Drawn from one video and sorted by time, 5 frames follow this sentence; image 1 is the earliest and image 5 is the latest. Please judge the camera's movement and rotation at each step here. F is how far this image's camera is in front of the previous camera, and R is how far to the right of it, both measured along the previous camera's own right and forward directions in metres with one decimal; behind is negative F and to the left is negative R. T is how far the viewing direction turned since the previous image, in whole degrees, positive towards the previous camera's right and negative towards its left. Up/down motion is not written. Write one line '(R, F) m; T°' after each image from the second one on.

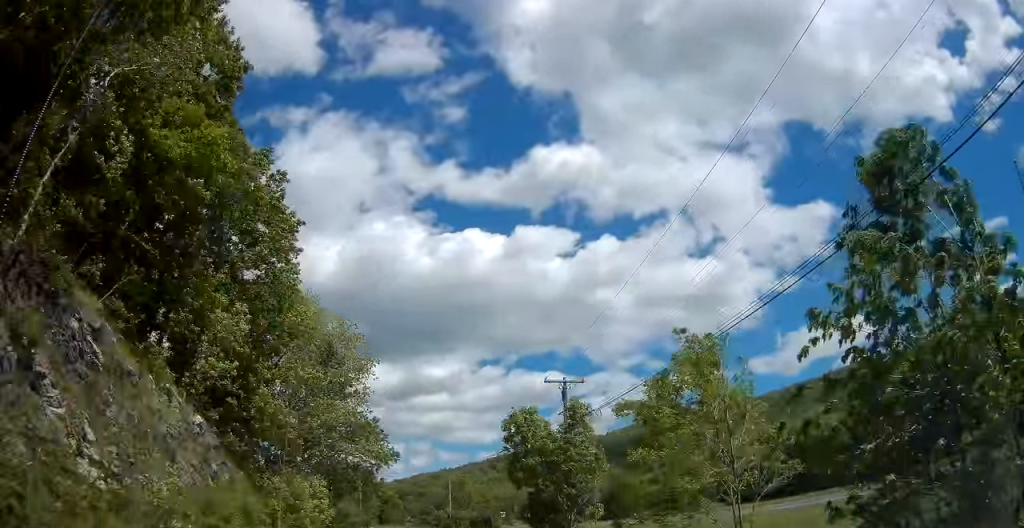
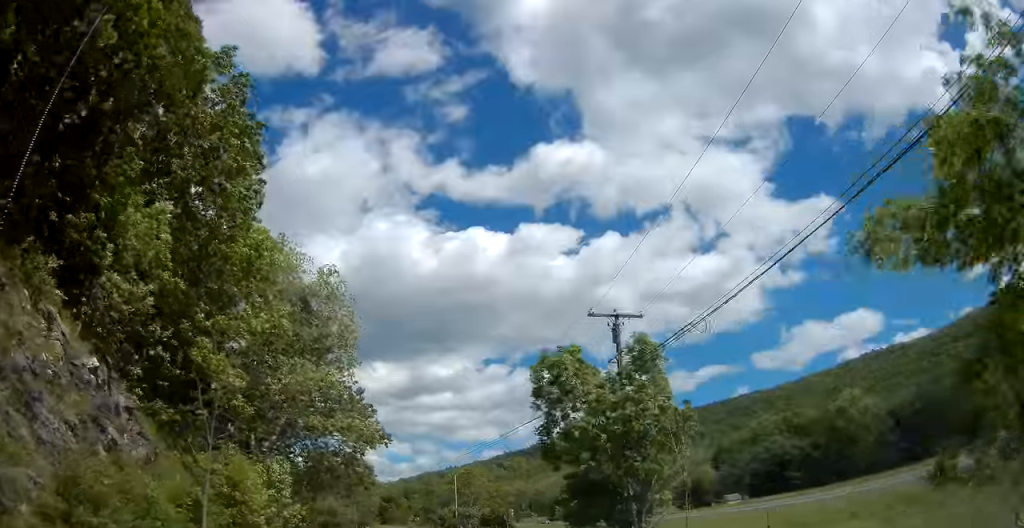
(0.0, +10.8) m; 0°
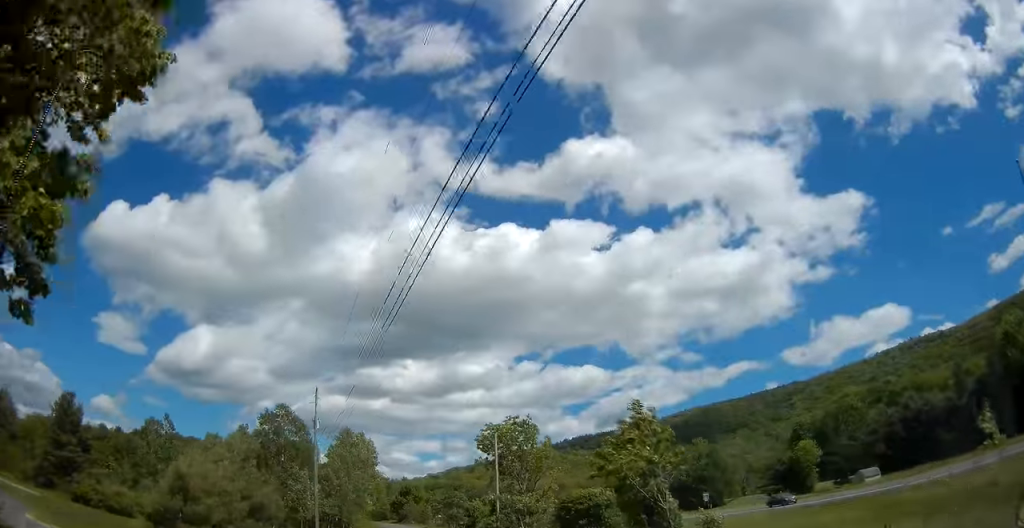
(-0.7, +37.4) m; -3°
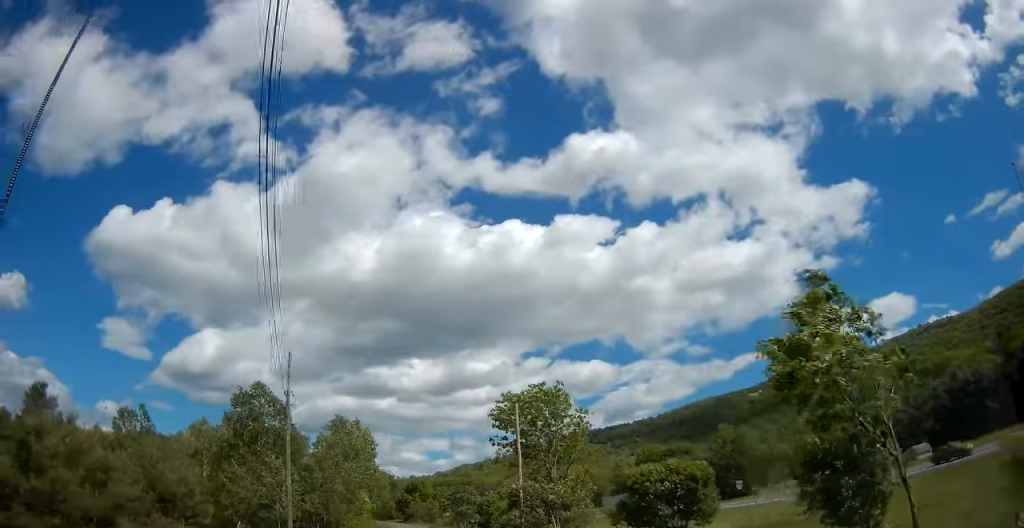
(0.0, +10.2) m; -1°
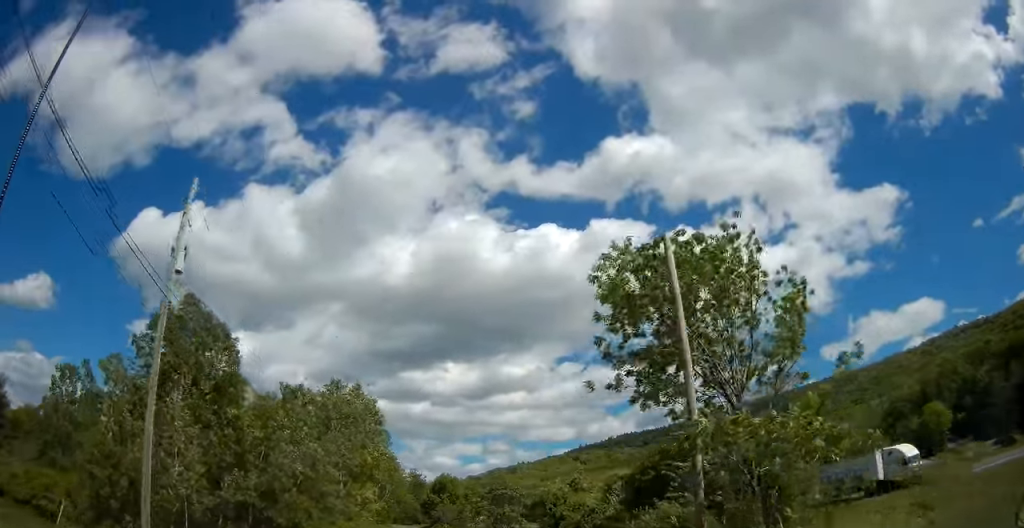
(-0.2, +21.3) m; -2°
